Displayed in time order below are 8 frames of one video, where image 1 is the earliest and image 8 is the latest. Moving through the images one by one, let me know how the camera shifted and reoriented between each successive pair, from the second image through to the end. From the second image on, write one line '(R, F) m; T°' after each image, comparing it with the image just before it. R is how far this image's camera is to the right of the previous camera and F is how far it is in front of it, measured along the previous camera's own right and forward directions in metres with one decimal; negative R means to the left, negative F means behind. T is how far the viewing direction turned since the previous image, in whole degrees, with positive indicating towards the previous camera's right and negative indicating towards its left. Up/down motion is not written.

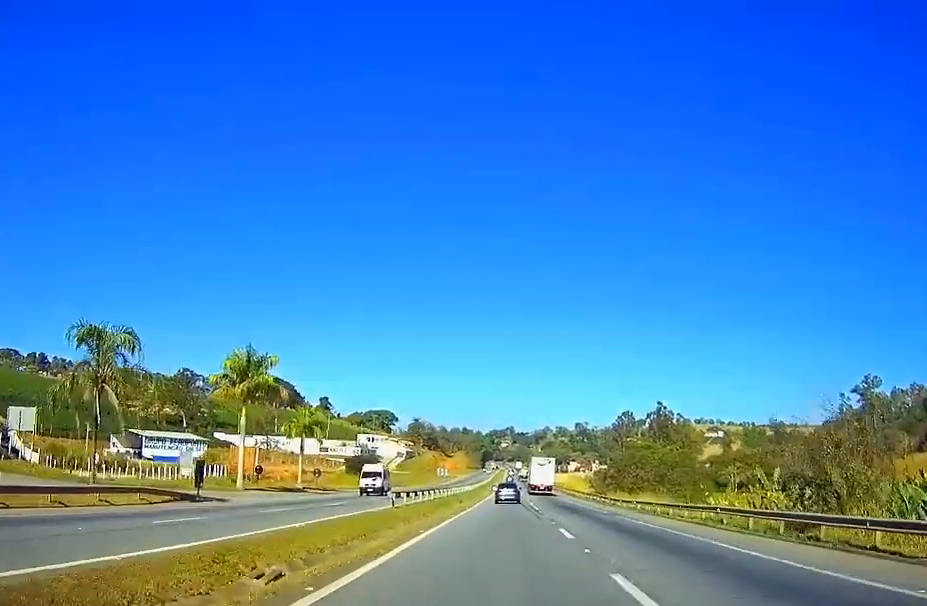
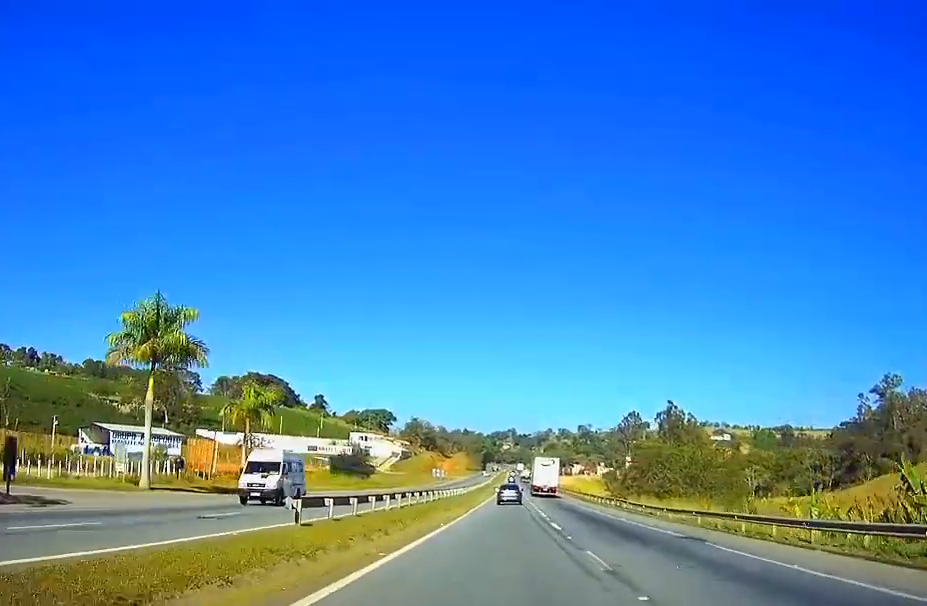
(0.0, +19.1) m; 0°
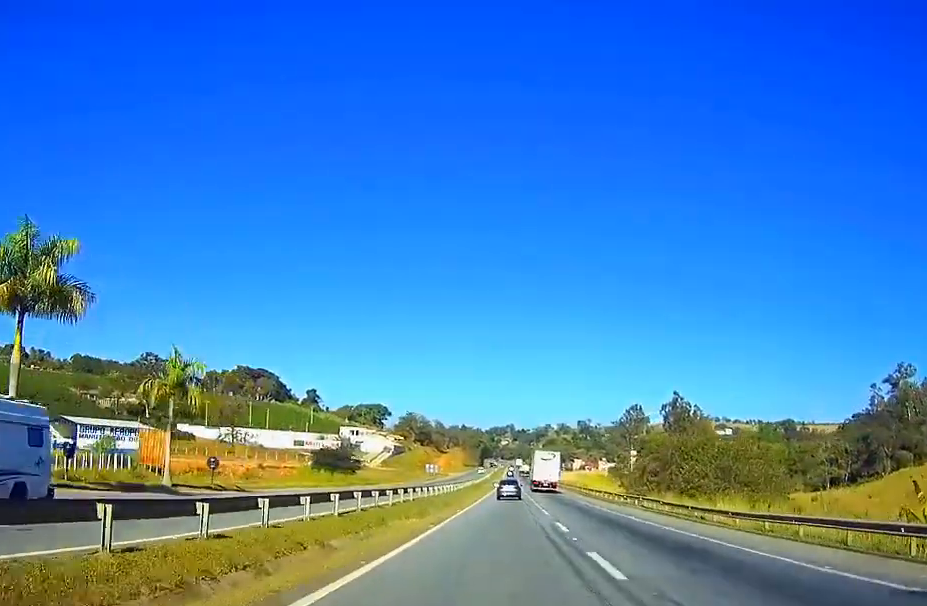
(0.0, +15.2) m; 0°
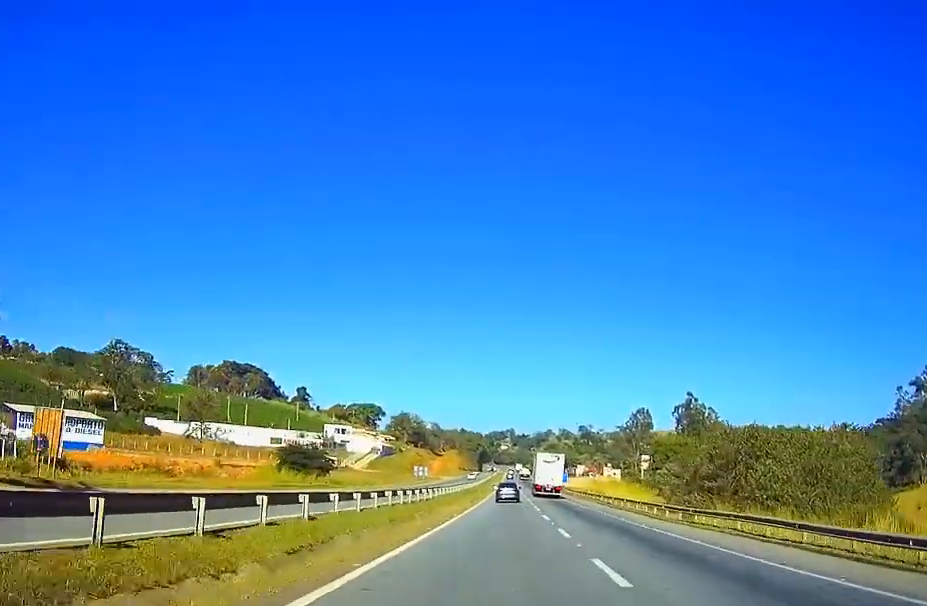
(0.0, +24.5) m; 0°
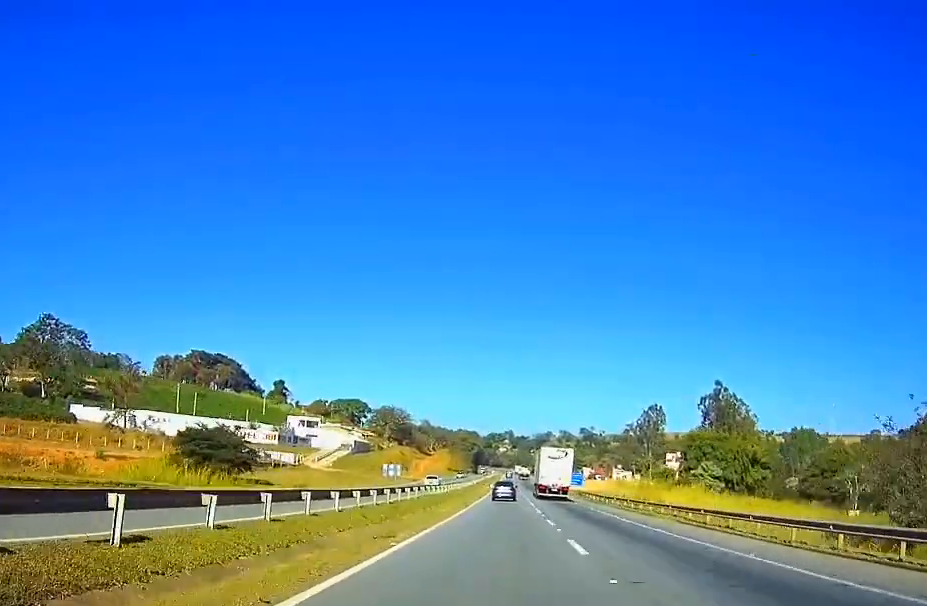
(-0.1, +43.5) m; 0°
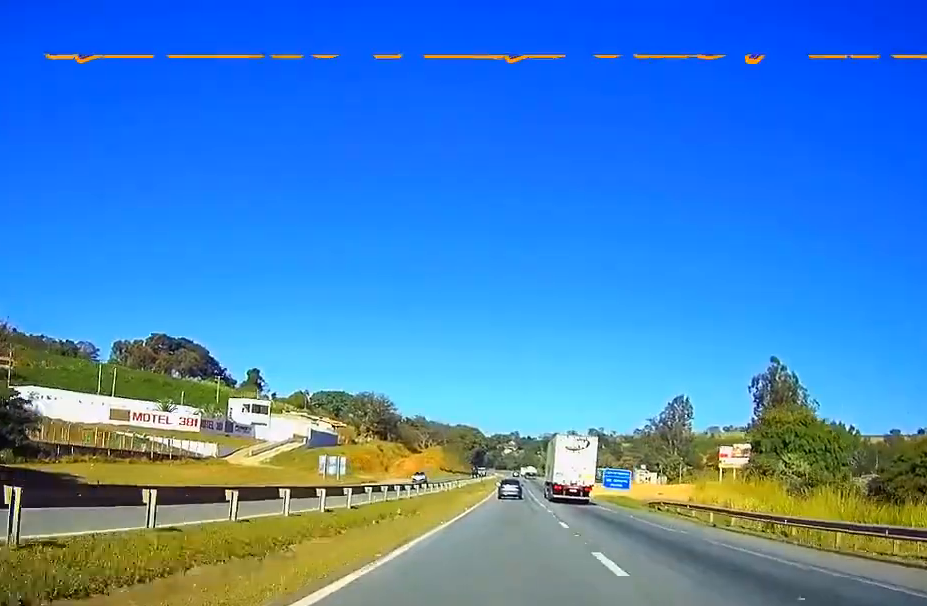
(0.0, +51.1) m; 0°
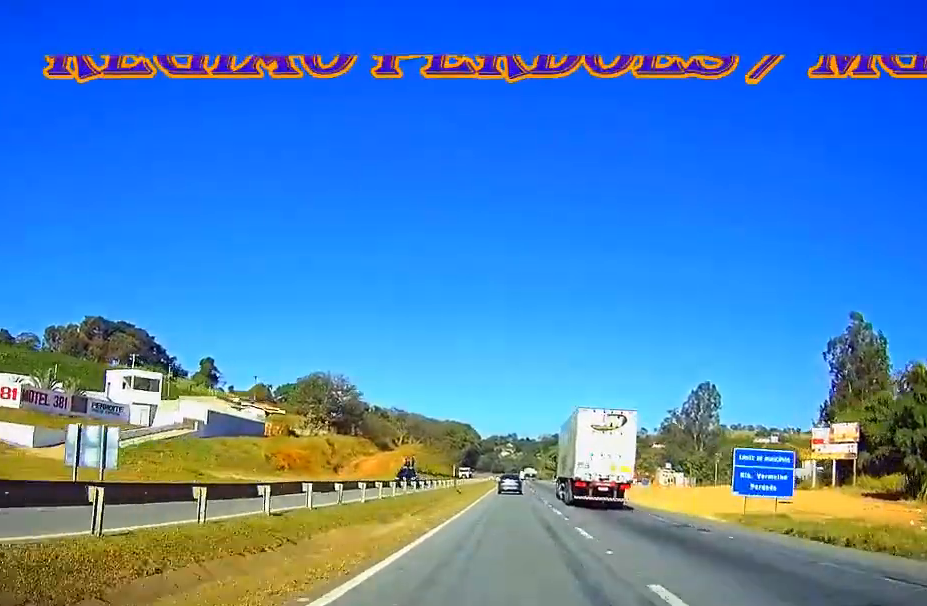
(0.0, +54.4) m; 0°
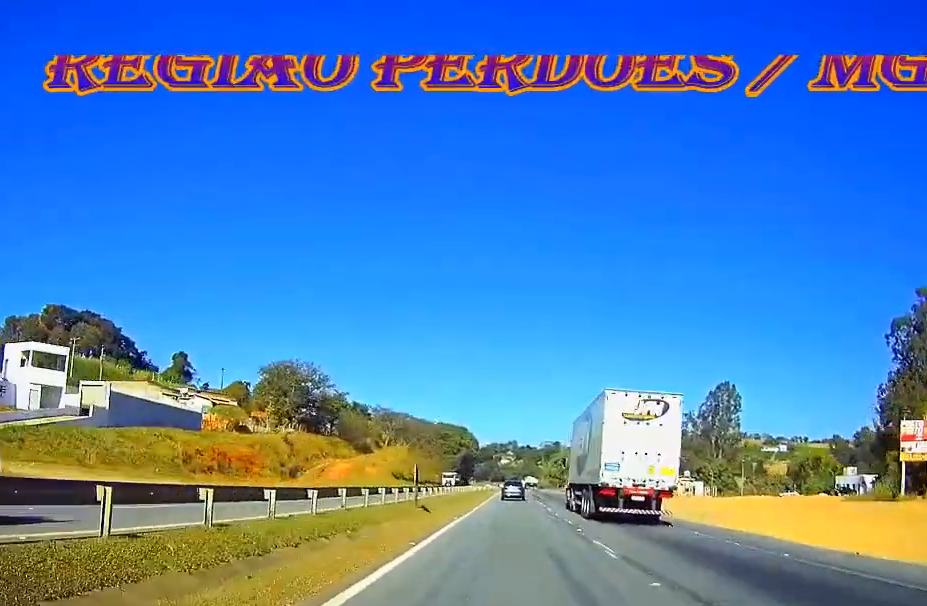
(0.0, +28.3) m; 0°
